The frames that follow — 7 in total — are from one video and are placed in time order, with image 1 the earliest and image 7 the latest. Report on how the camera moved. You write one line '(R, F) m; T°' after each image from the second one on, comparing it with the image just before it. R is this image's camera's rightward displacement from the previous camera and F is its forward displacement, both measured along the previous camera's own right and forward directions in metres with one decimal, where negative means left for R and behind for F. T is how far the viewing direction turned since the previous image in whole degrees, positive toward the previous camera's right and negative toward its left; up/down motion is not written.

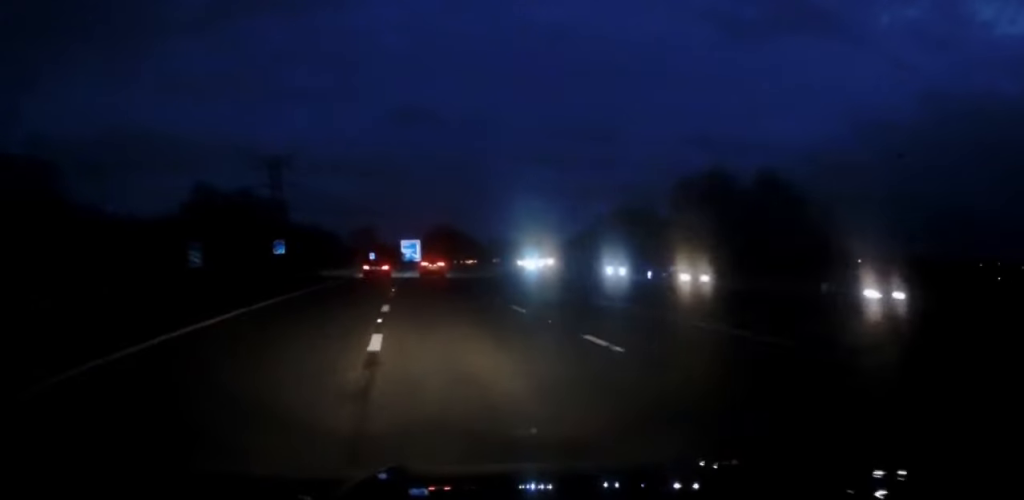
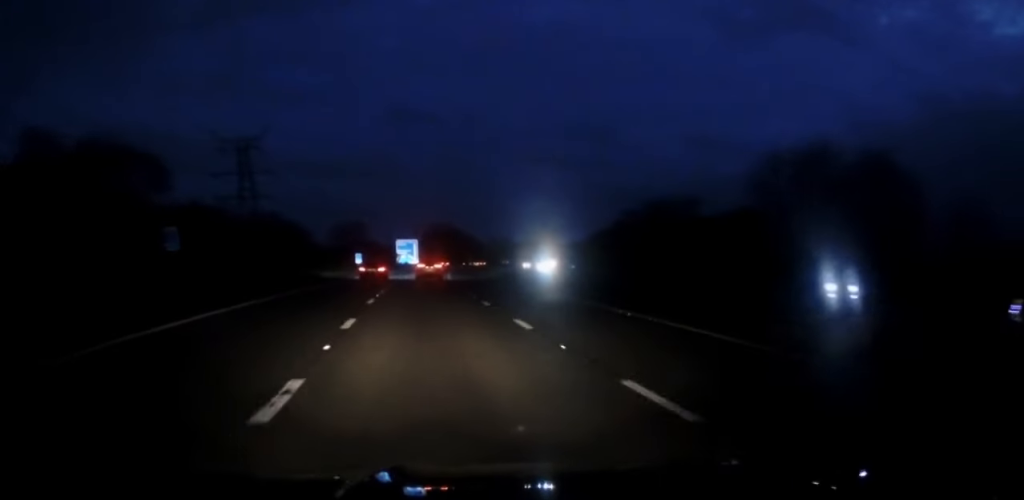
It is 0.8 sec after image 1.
(+0.3, +23.5) m; 0°
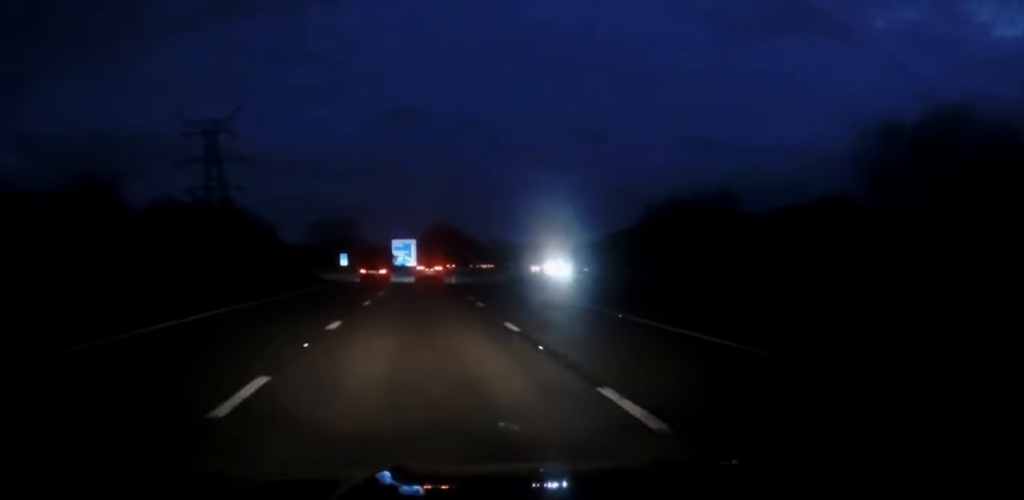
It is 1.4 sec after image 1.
(-0.1, +18.4) m; 0°
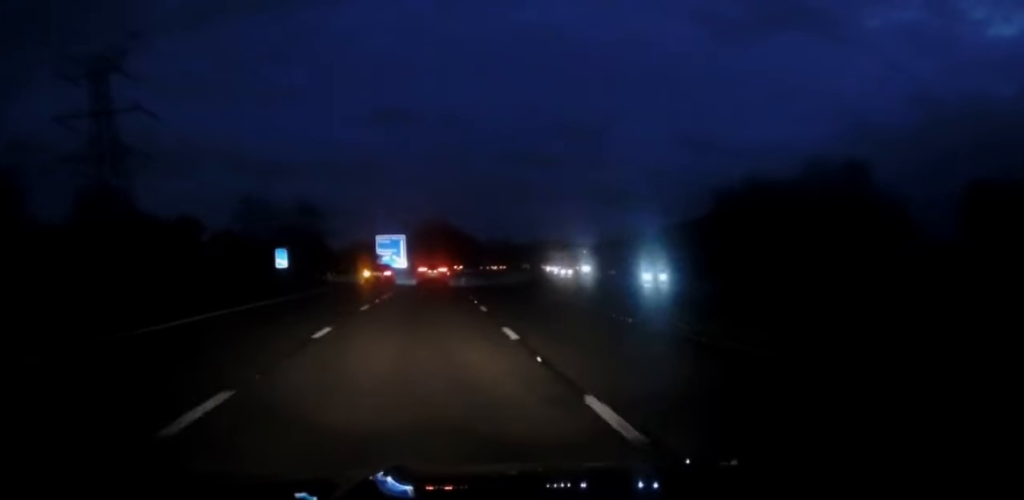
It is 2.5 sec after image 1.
(+0.2, +35.7) m; +1°
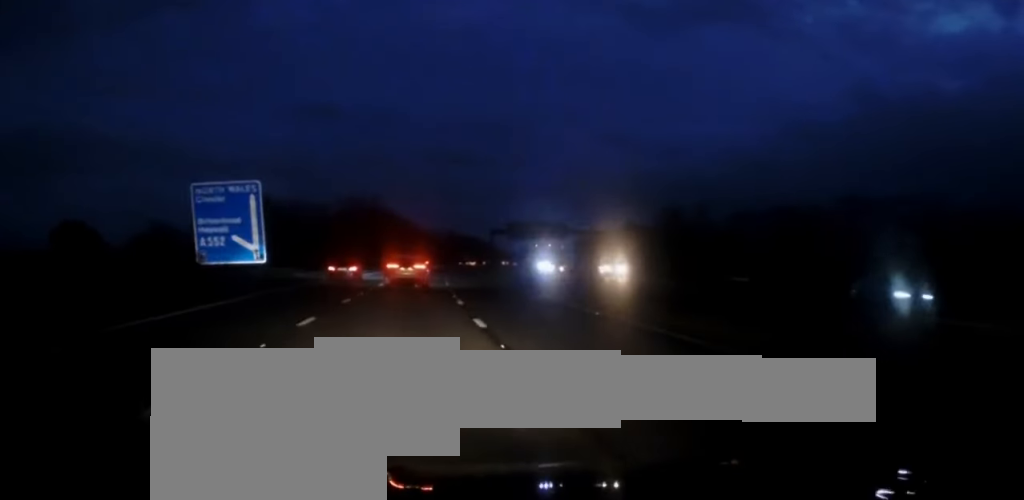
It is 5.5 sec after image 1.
(+3.2, +91.7) m; +5°
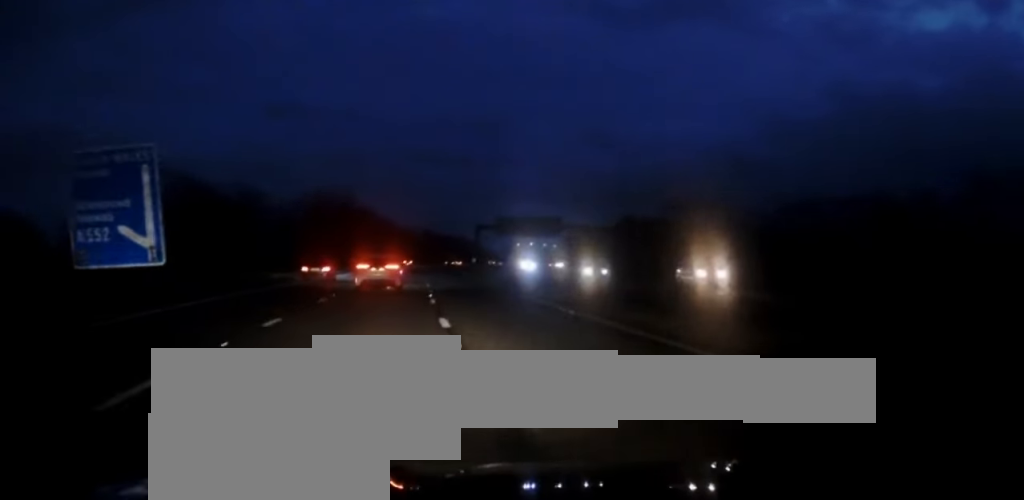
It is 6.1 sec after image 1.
(+0.1, +18.8) m; +1°
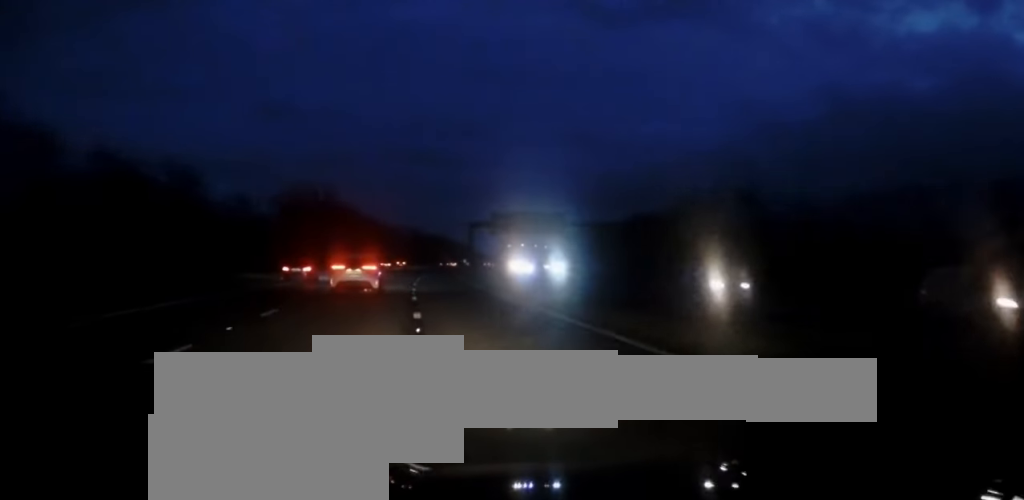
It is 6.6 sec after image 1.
(+0.2, +15.4) m; +1°
